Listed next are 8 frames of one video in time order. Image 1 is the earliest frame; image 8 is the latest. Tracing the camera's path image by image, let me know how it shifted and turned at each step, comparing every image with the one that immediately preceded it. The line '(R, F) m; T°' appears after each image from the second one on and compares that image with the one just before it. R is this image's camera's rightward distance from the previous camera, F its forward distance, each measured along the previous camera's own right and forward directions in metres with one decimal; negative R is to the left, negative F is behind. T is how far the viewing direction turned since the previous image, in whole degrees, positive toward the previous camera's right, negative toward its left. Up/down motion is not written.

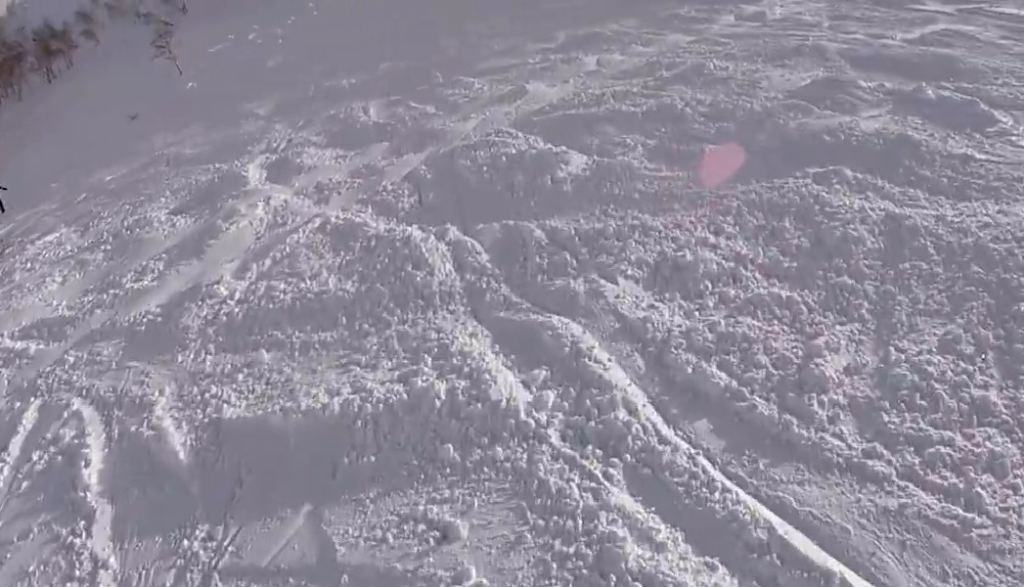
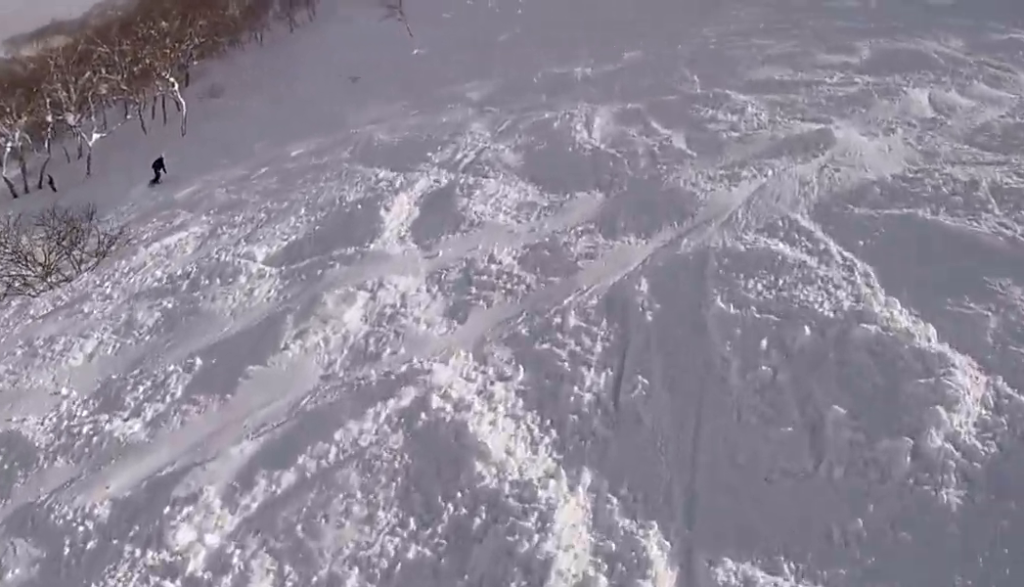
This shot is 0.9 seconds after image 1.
(0.0, +3.7) m; -3°
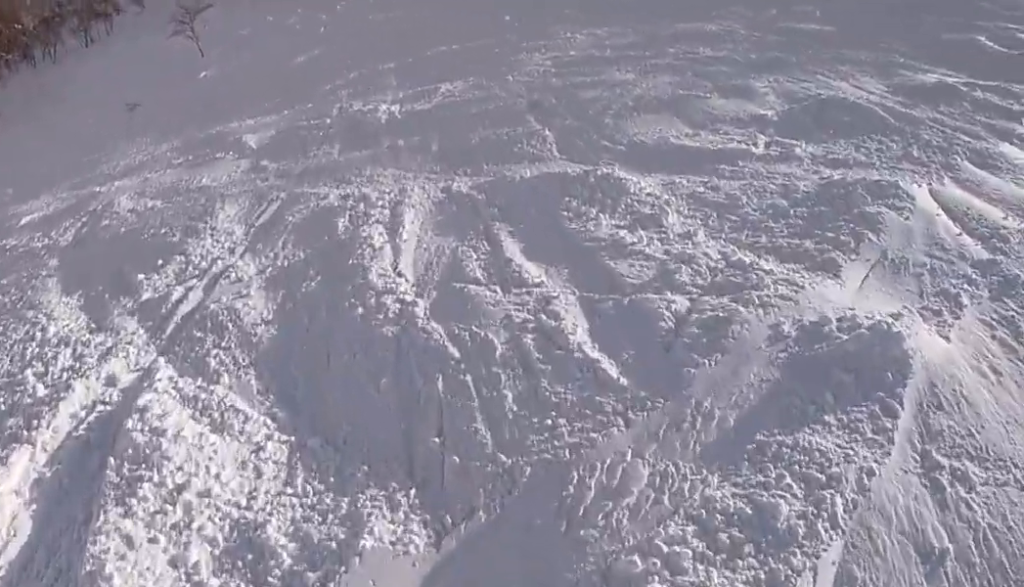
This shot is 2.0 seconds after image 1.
(-0.3, +4.4) m; -10°
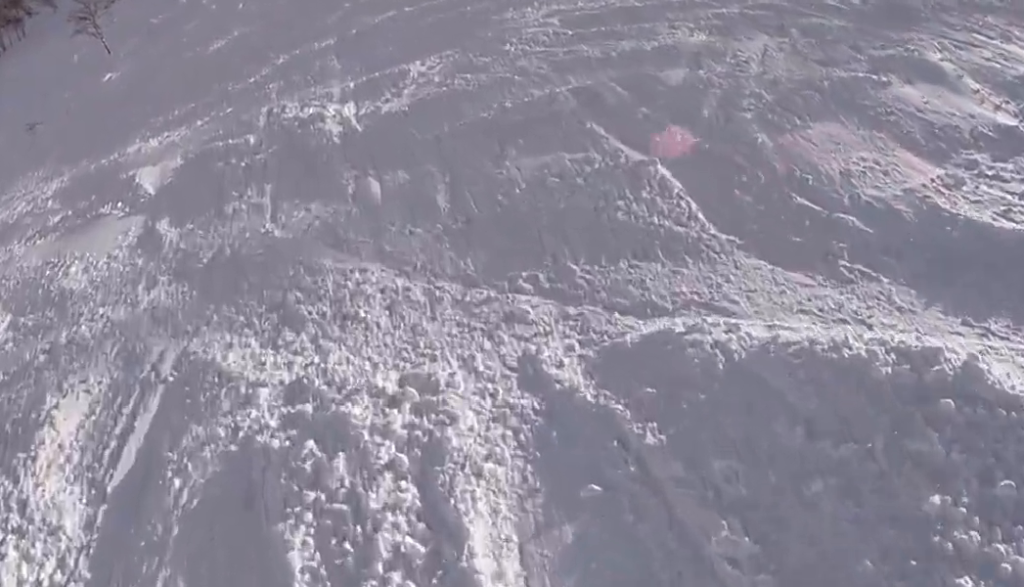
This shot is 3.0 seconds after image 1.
(-0.4, +4.0) m; -2°
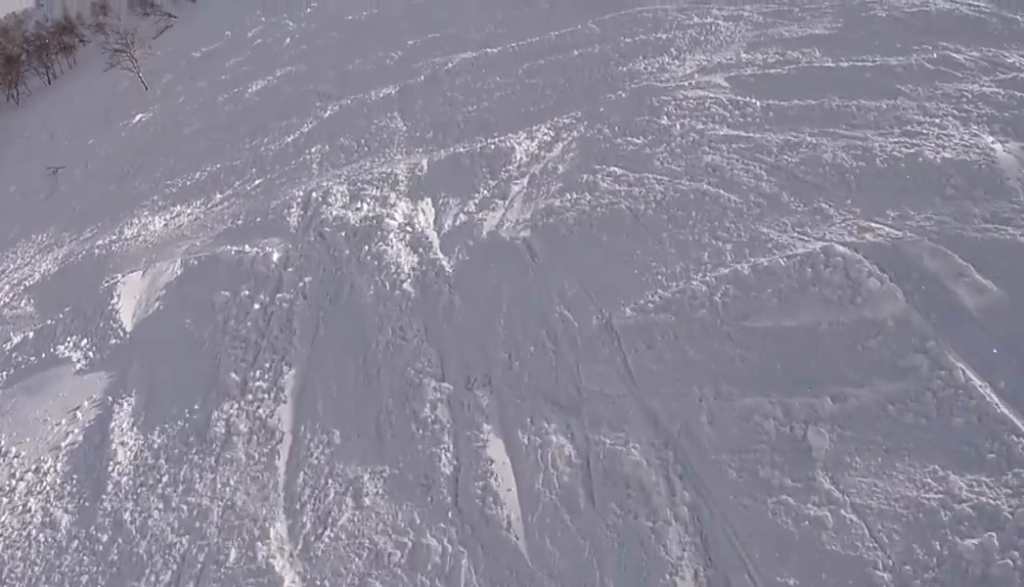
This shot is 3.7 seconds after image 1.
(+0.4, +2.8) m; -3°
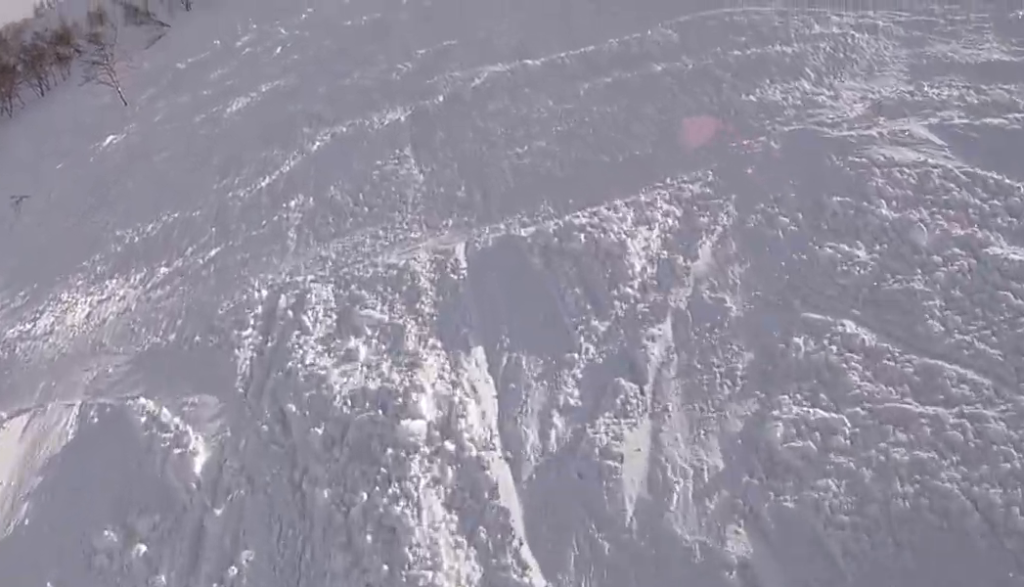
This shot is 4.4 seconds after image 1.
(-0.3, +2.3) m; 0°
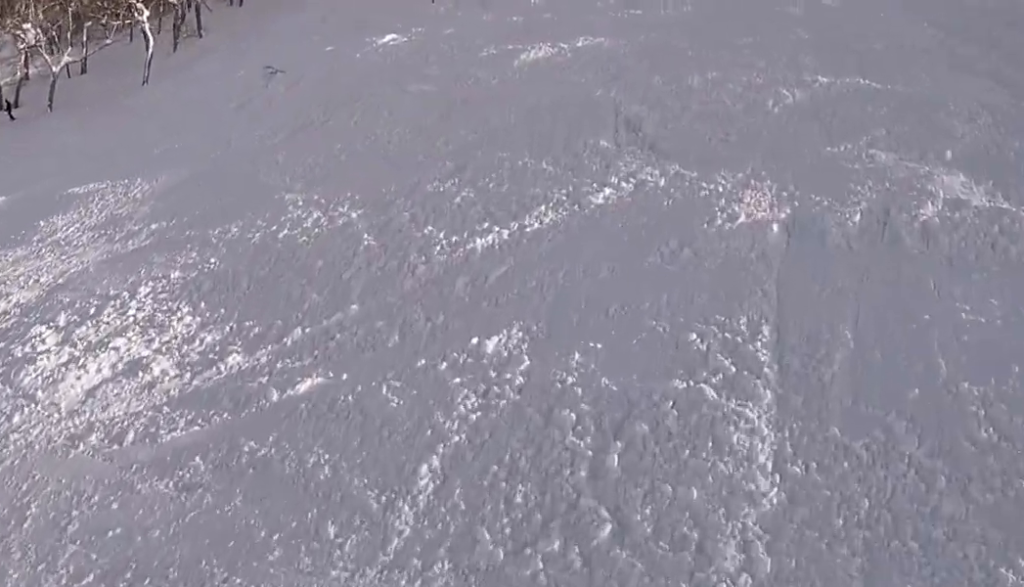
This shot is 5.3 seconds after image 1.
(0.0, +3.2) m; -3°
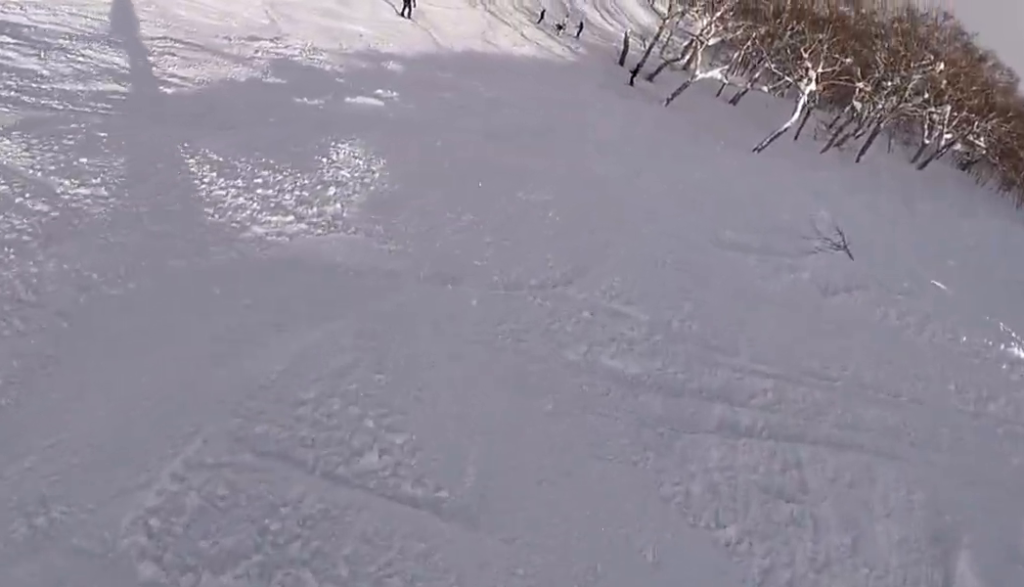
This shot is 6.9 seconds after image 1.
(-1.0, +6.4) m; -29°
